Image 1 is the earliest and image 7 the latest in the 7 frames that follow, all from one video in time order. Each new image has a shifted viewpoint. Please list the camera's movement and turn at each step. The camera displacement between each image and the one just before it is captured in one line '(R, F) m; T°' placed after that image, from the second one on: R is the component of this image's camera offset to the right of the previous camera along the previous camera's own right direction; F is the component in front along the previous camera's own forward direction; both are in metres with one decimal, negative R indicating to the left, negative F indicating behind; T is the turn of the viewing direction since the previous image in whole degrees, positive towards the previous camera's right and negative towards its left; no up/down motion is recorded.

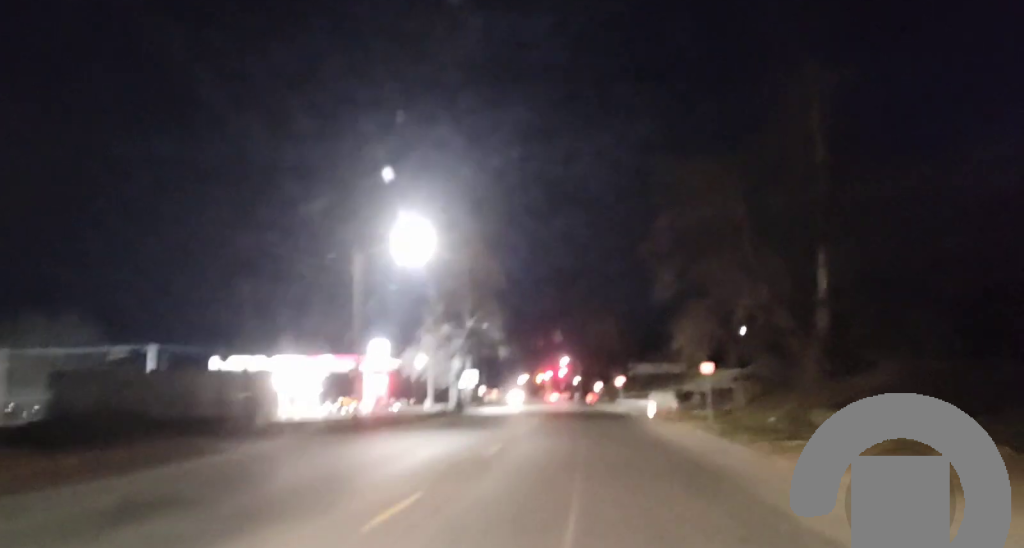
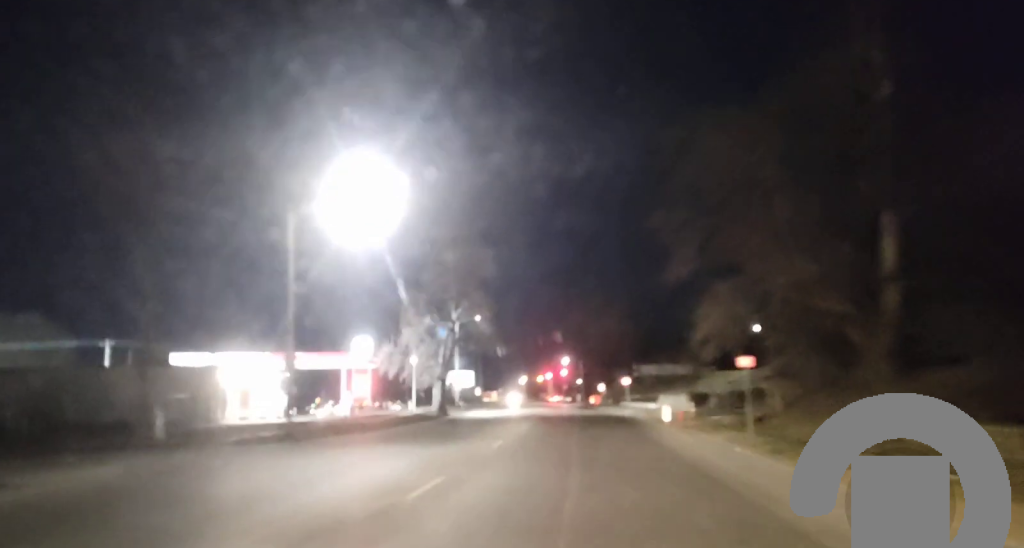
(-0.1, +9.0) m; -1°
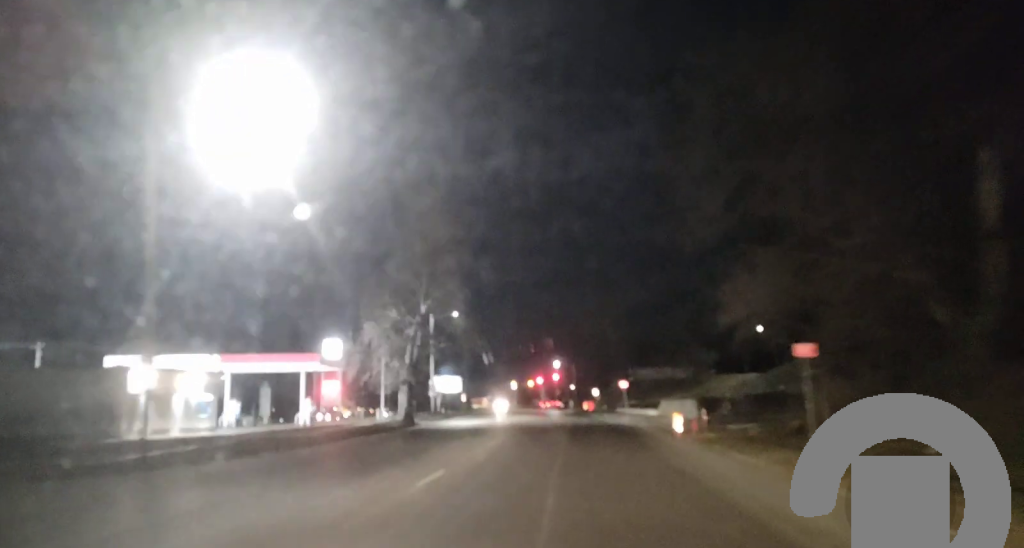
(0.0, +10.5) m; 0°
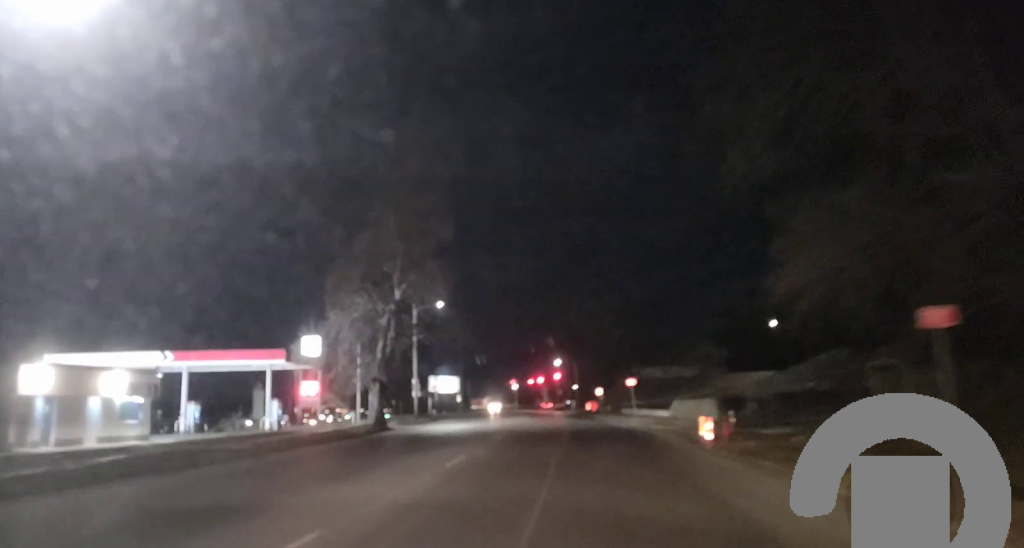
(-0.1, +8.2) m; -1°
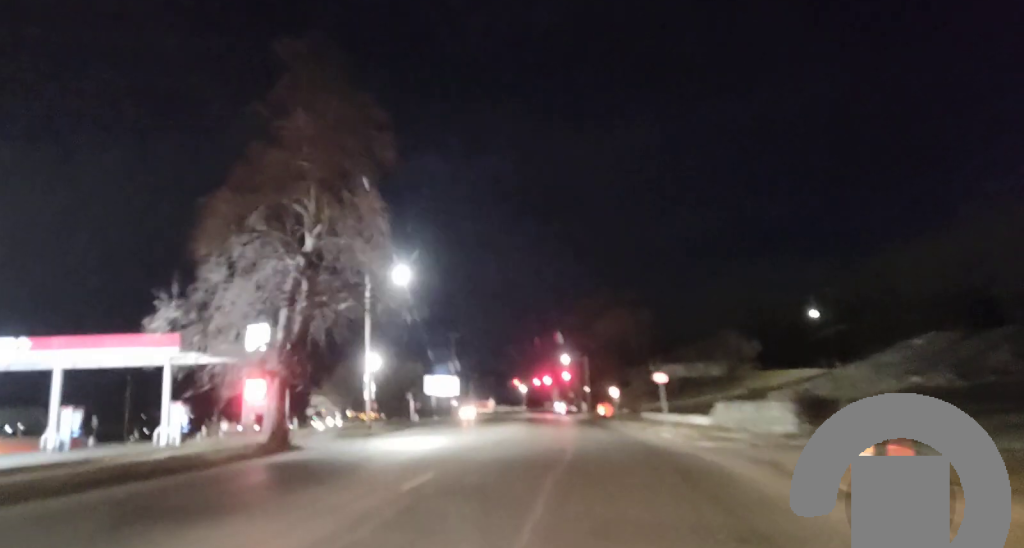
(-0.2, +17.7) m; 0°
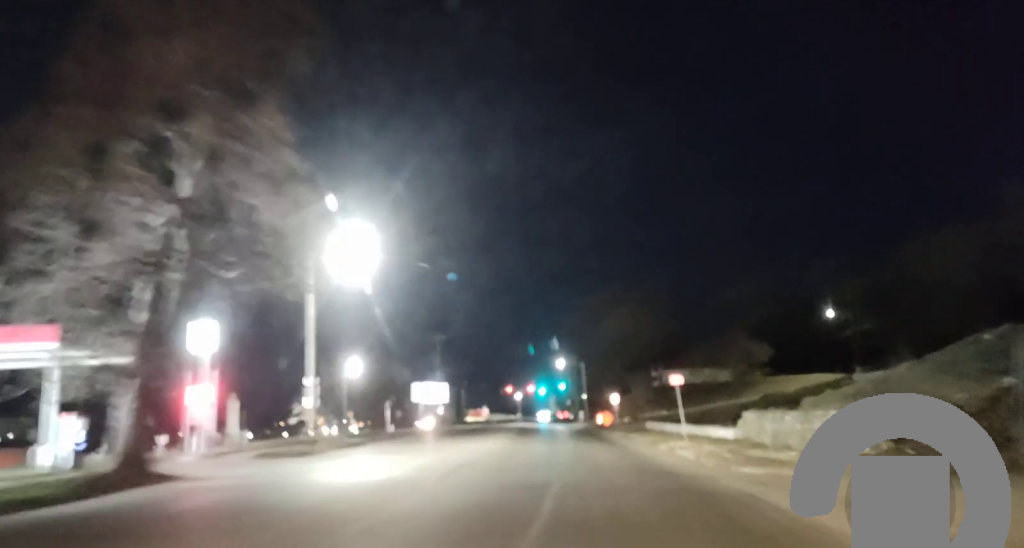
(+0.2, +10.2) m; +1°
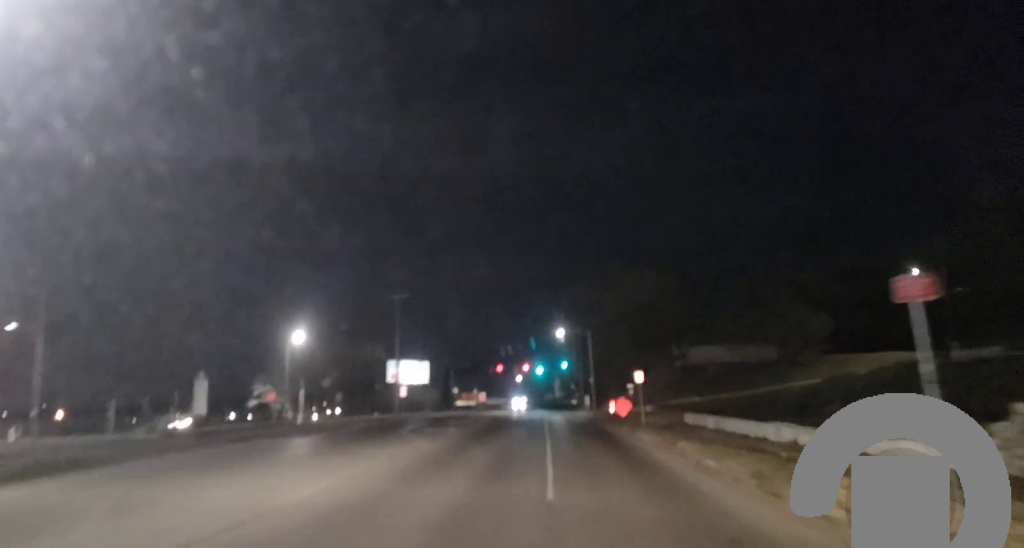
(-0.5, +25.9) m; -2°
